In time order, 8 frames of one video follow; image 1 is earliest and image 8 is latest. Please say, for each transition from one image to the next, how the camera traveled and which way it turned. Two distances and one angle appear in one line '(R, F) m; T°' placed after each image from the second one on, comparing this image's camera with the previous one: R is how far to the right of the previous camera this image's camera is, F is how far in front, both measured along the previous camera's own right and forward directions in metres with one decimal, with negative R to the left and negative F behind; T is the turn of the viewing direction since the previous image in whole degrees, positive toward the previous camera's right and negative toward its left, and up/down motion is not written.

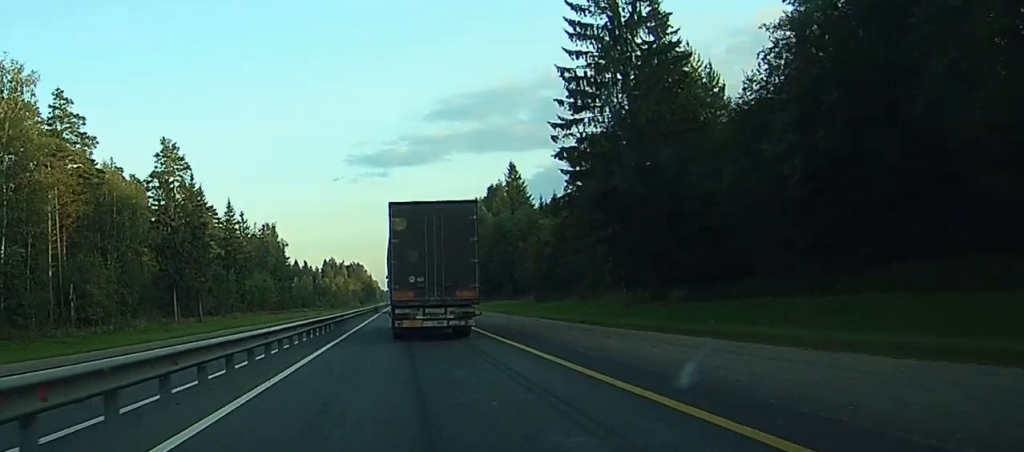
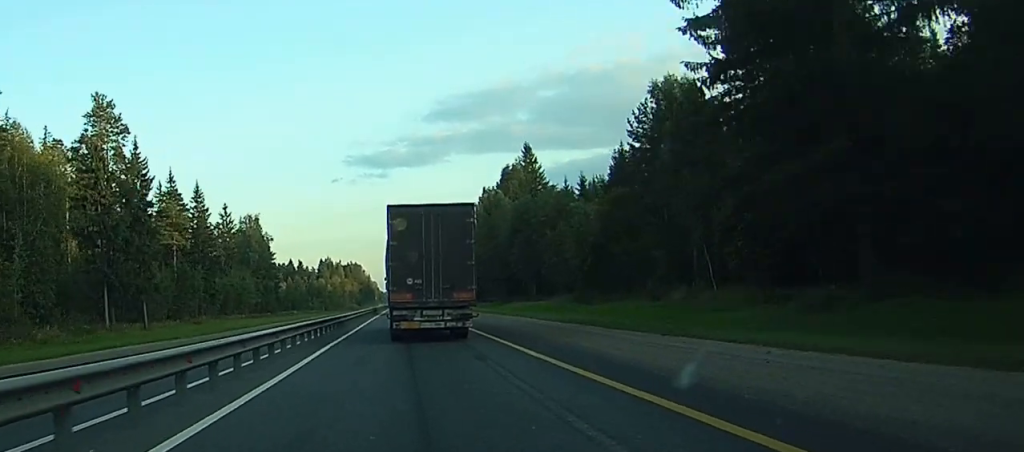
(0.0, +27.6) m; 0°
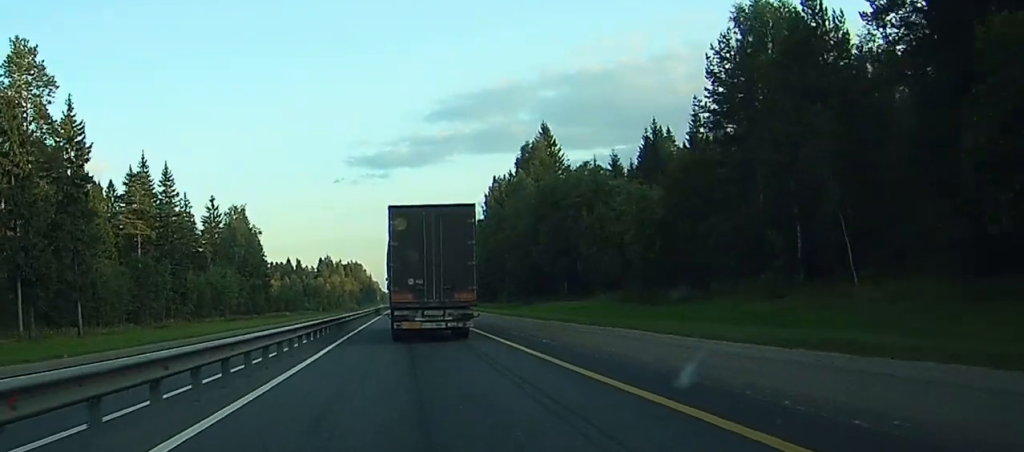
(0.0, +20.8) m; 0°
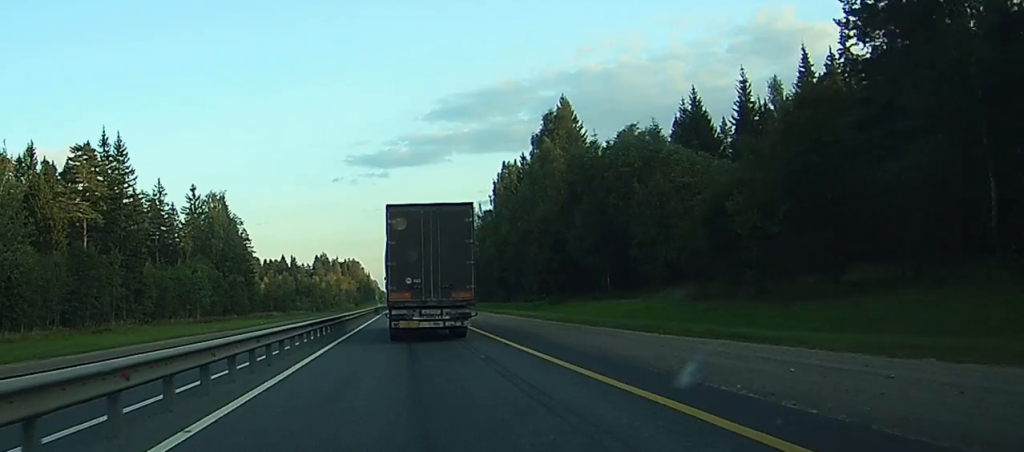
(+0.1, +20.9) m; 0°
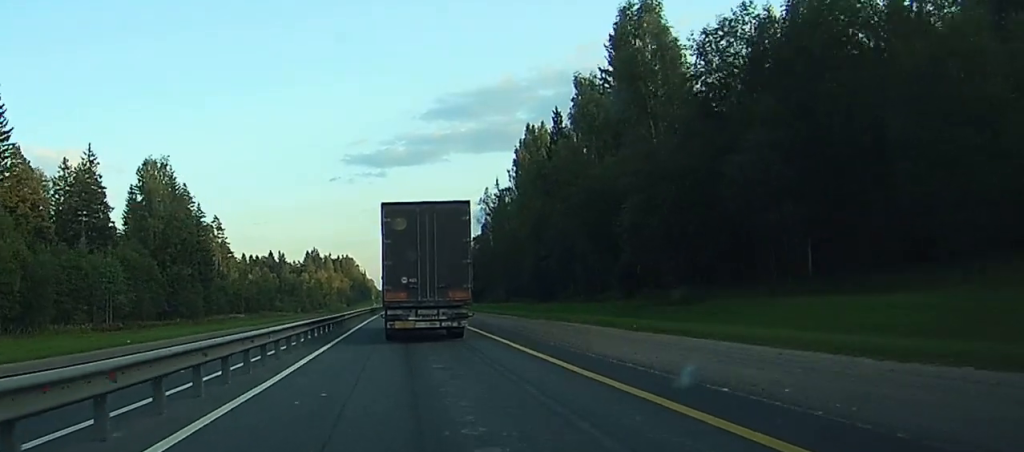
(-0.1, +39.4) m; 0°
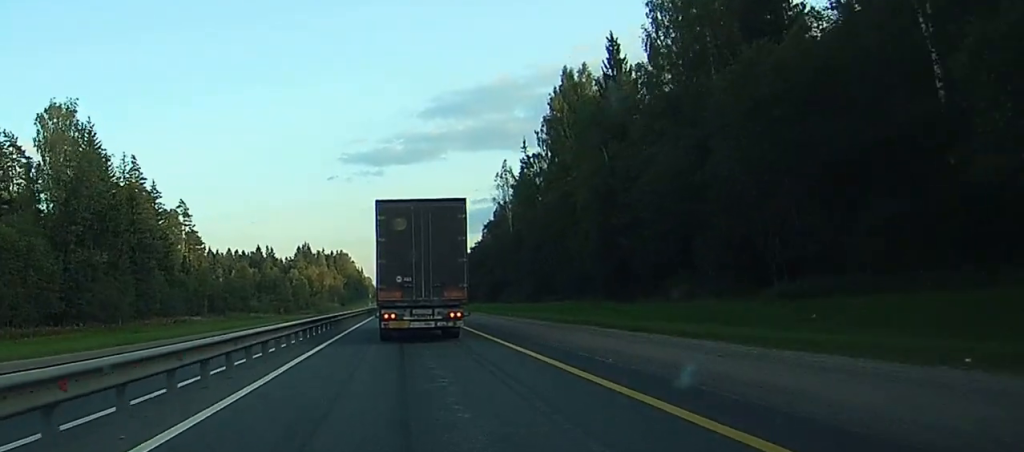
(-0.1, +36.3) m; 0°
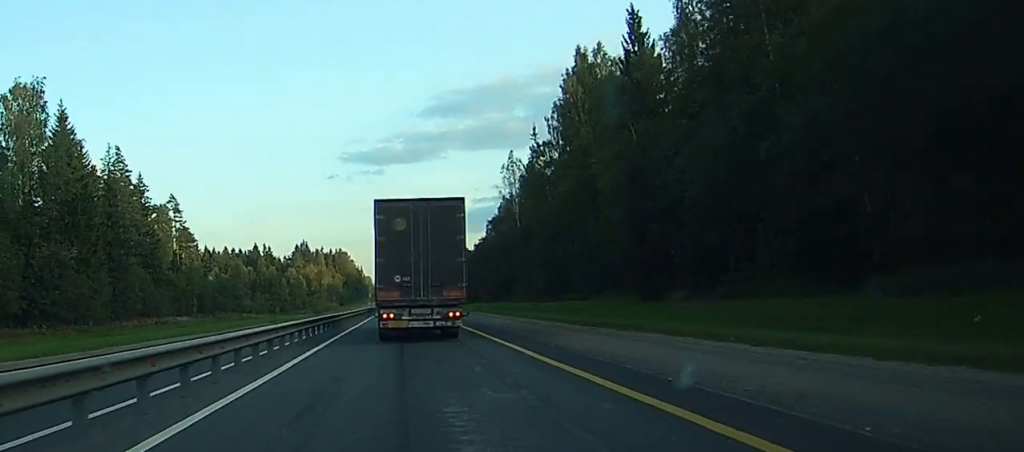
(0.0, +8.9) m; 0°
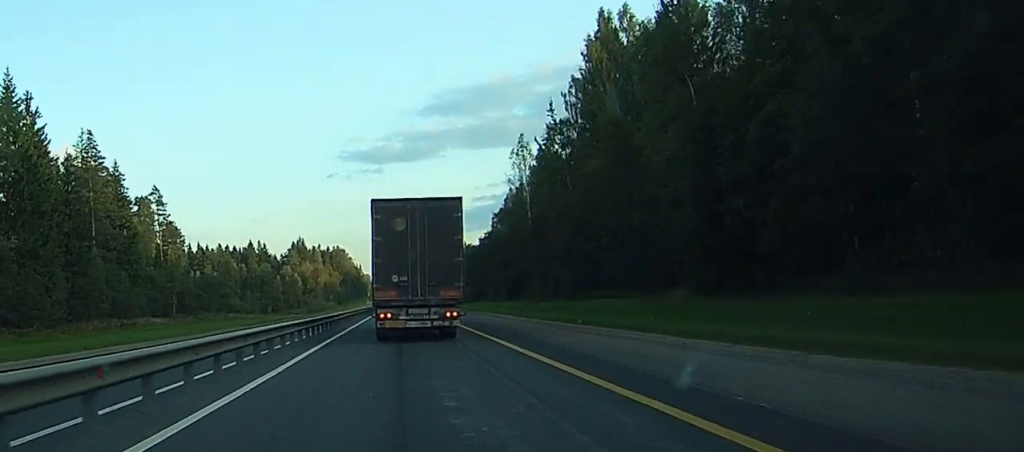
(0.0, +13.2) m; 0°
